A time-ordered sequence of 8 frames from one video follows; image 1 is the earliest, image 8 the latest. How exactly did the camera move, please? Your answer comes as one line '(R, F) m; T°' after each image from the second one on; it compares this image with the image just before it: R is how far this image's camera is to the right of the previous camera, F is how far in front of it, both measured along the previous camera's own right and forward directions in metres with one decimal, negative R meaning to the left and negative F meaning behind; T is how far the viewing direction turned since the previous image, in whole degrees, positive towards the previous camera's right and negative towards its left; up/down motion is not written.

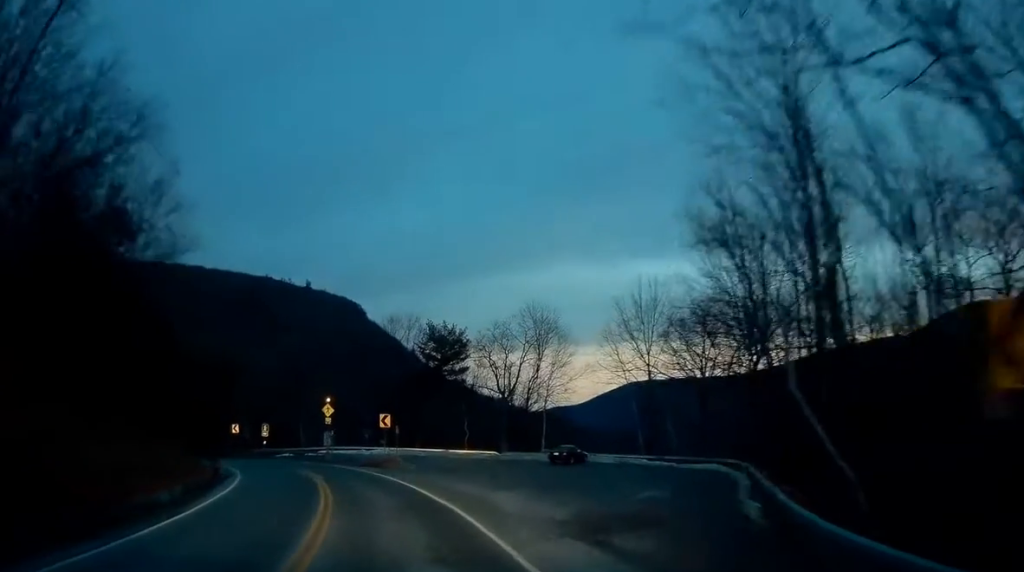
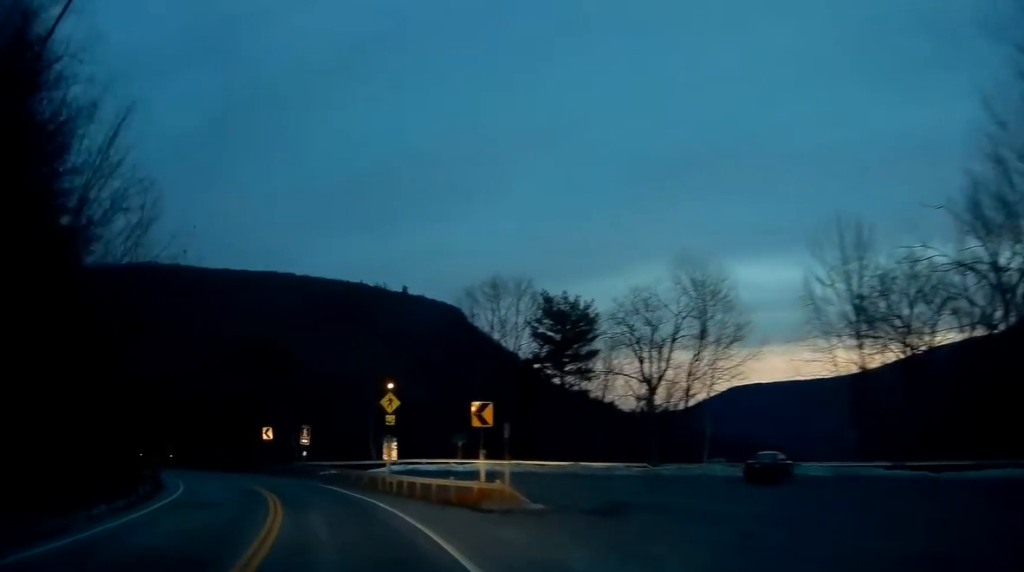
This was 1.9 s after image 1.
(-0.7, +19.0) m; -10°
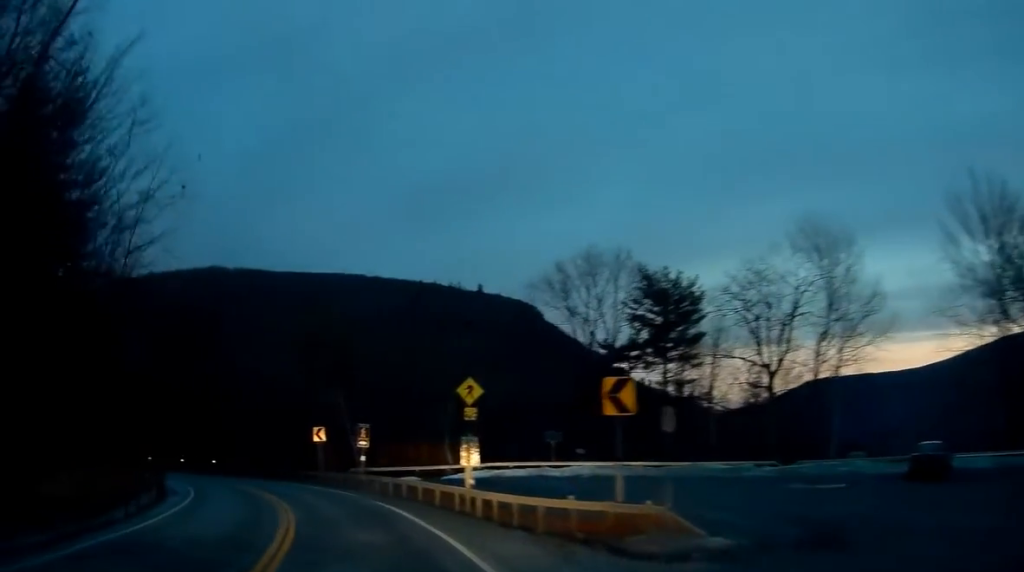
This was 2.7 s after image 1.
(-0.4, +7.3) m; -7°
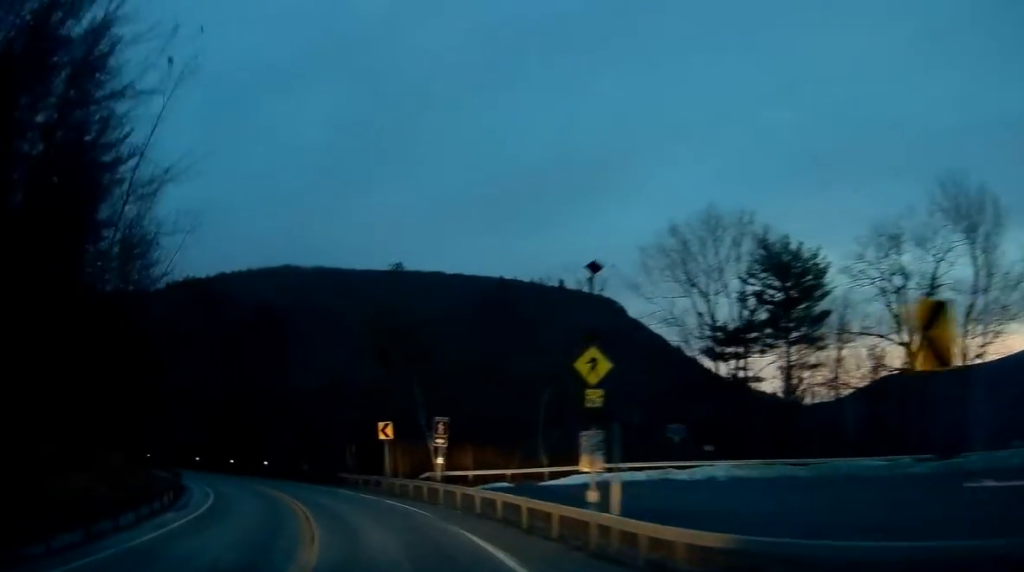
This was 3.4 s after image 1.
(-0.4, +6.9) m; -7°
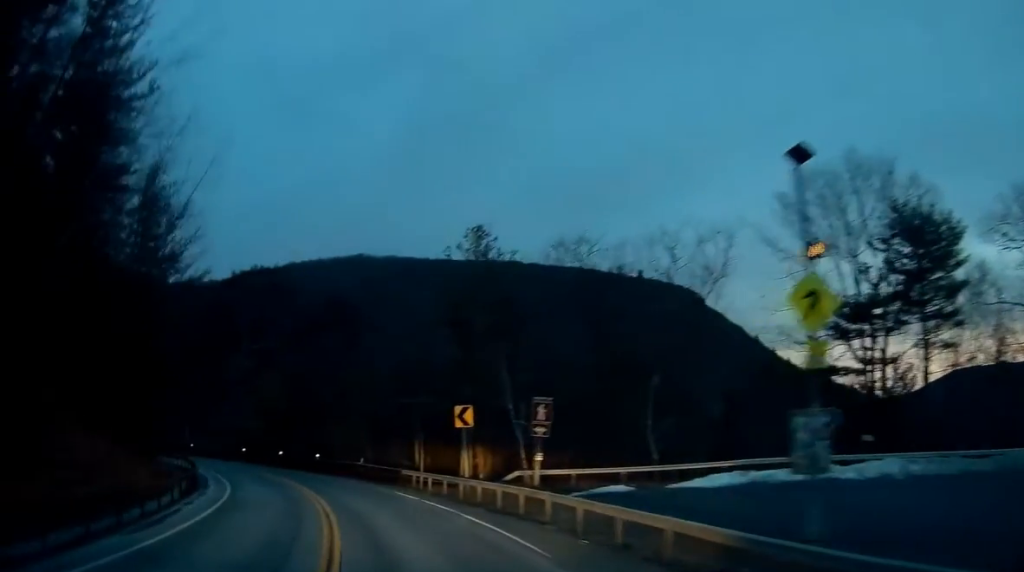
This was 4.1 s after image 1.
(-0.3, +7.0) m; -8°
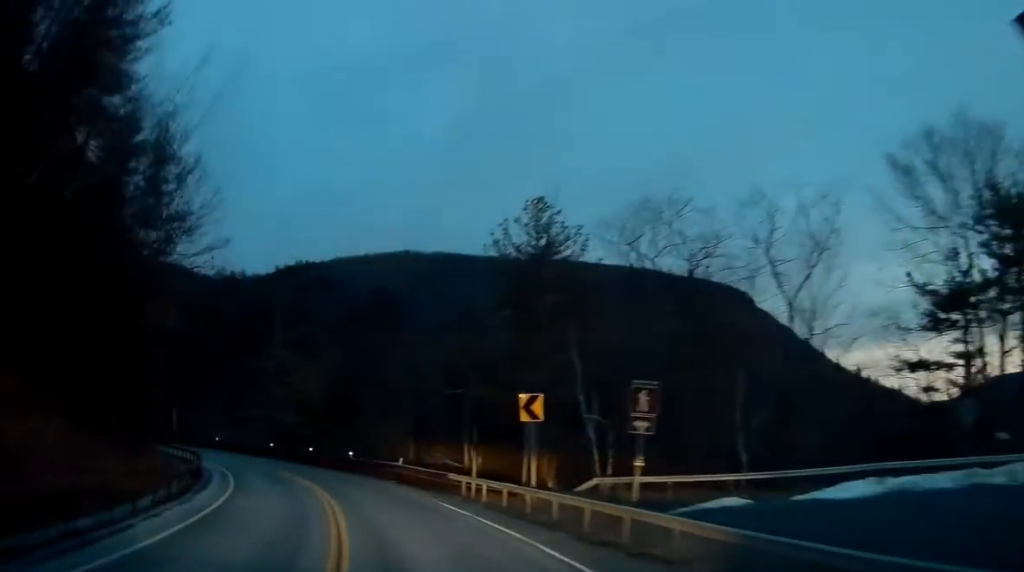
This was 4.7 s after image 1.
(-0.4, +5.1) m; -4°
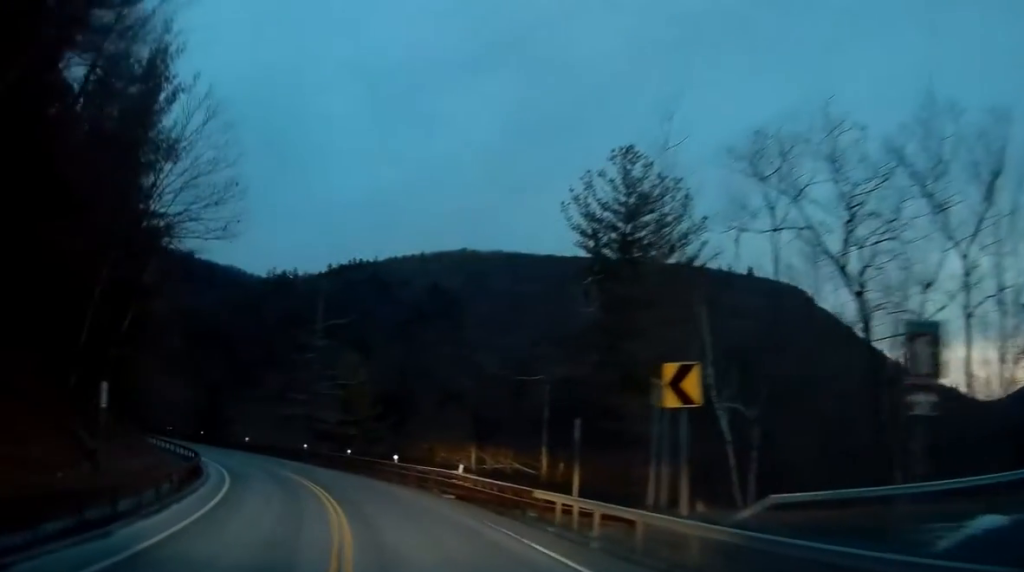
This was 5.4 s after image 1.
(-0.4, +7.2) m; -6°
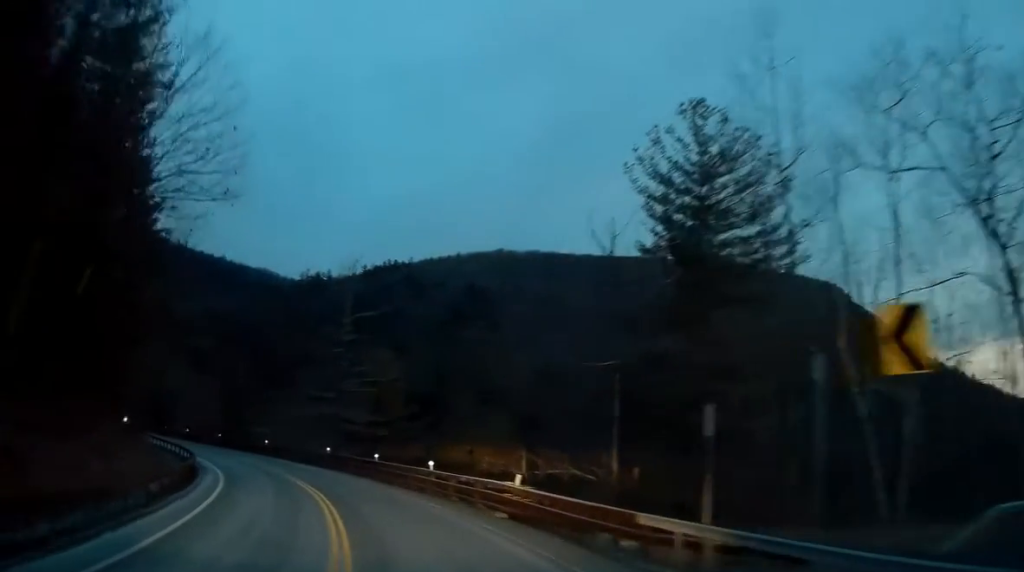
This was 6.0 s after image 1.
(+0.1, +5.0) m; -5°
